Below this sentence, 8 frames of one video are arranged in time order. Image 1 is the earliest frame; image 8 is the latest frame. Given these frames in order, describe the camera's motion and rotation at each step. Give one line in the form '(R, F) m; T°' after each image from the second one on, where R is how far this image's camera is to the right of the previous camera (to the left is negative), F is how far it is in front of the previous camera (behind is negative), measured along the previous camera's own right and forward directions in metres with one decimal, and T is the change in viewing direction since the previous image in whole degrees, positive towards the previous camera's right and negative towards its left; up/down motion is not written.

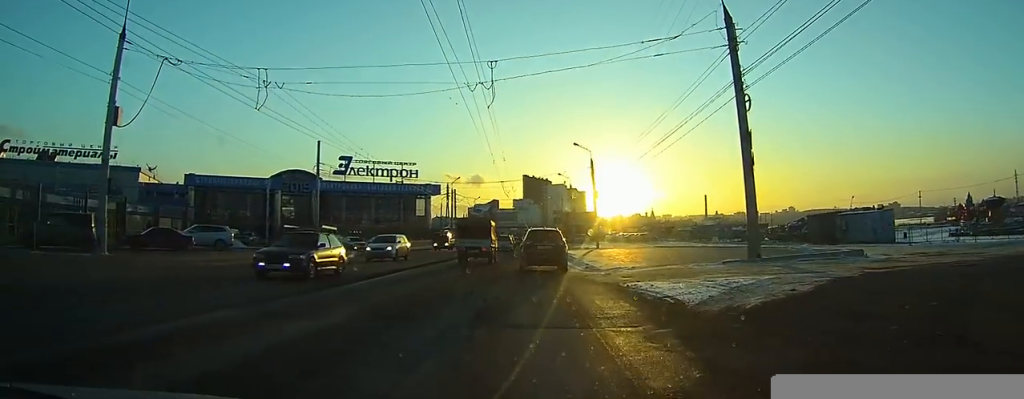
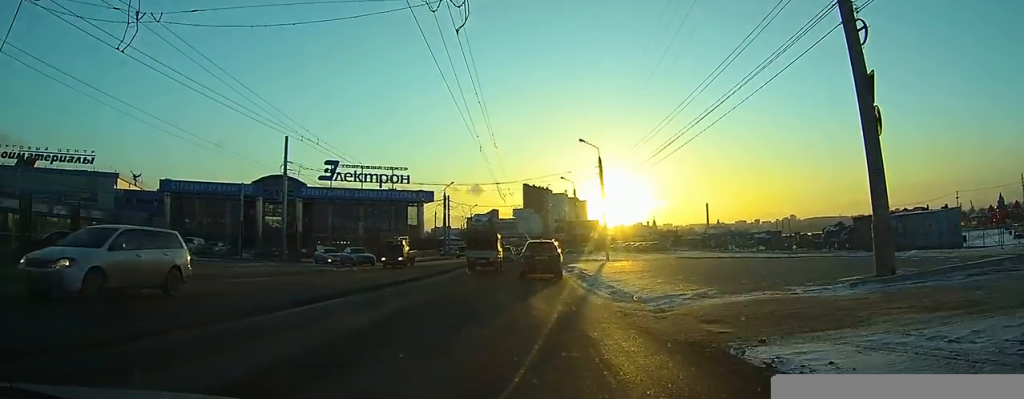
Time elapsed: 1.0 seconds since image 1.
(0.0, +7.7) m; 0°
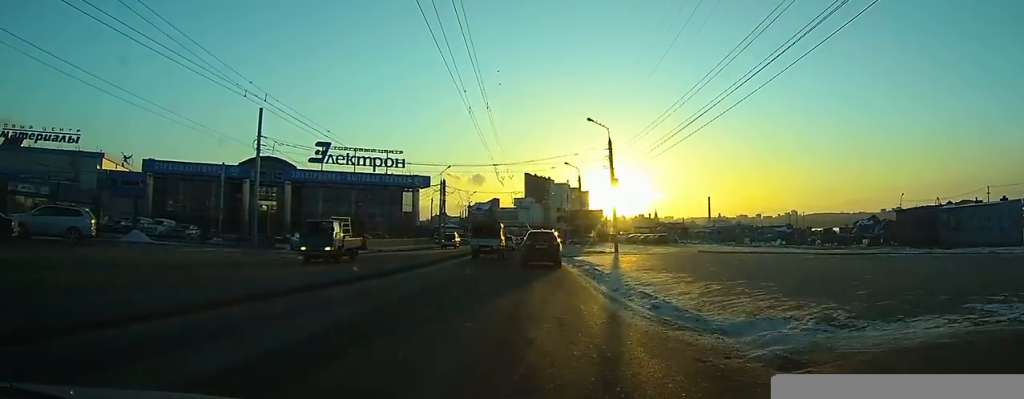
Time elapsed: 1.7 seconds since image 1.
(0.0, +5.2) m; +1°
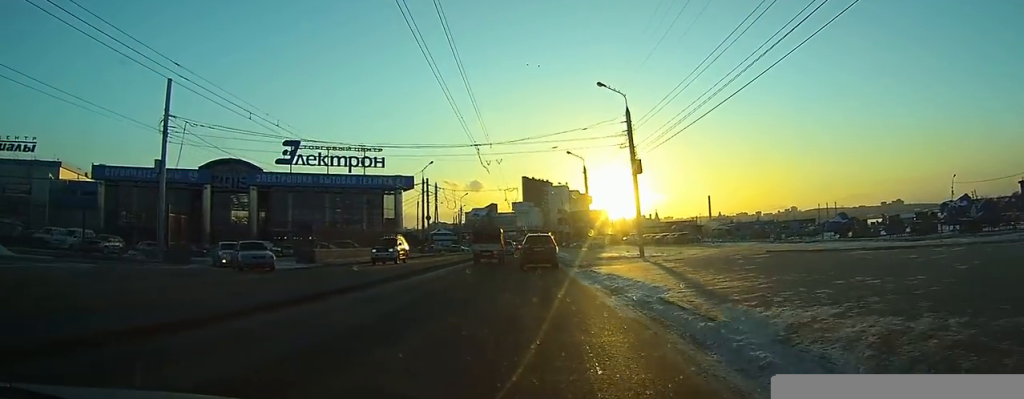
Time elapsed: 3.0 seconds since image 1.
(0.0, +10.9) m; 0°
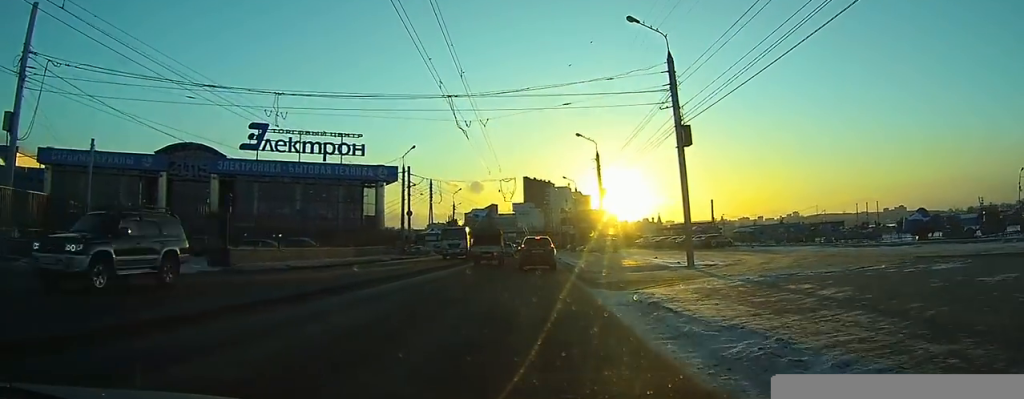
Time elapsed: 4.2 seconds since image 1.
(0.0, +11.0) m; -1°
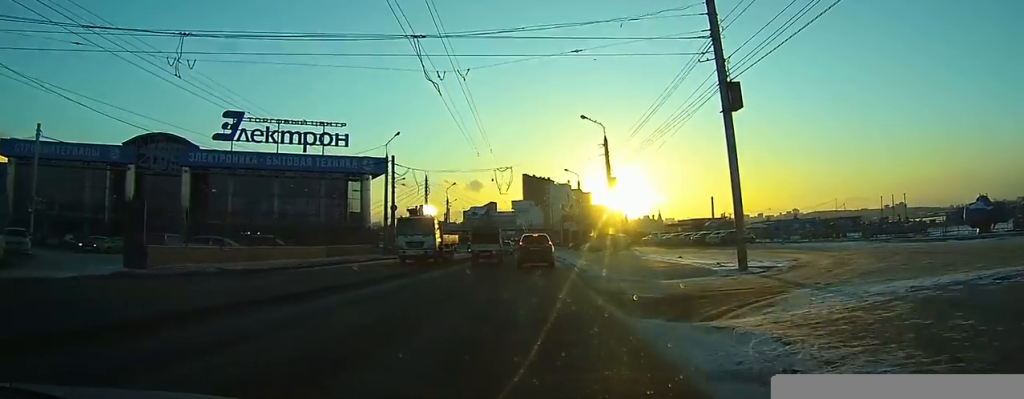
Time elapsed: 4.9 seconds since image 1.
(0.0, +6.5) m; 0°
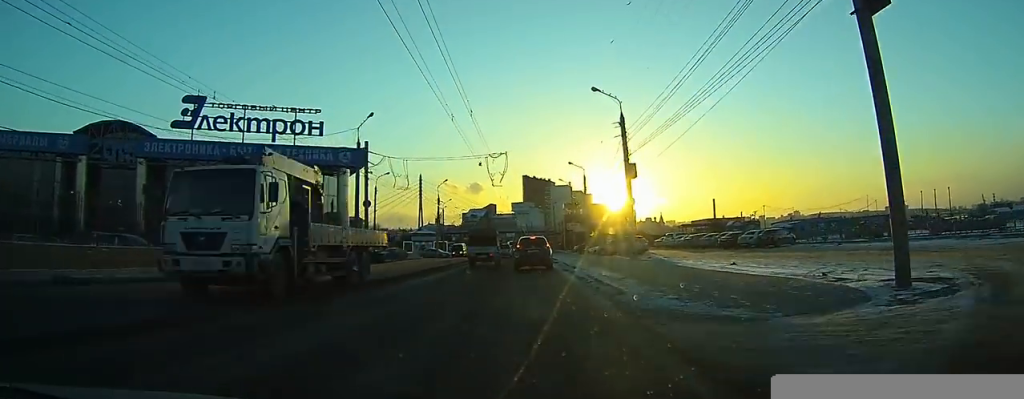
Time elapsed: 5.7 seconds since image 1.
(-0.1, +8.8) m; 0°
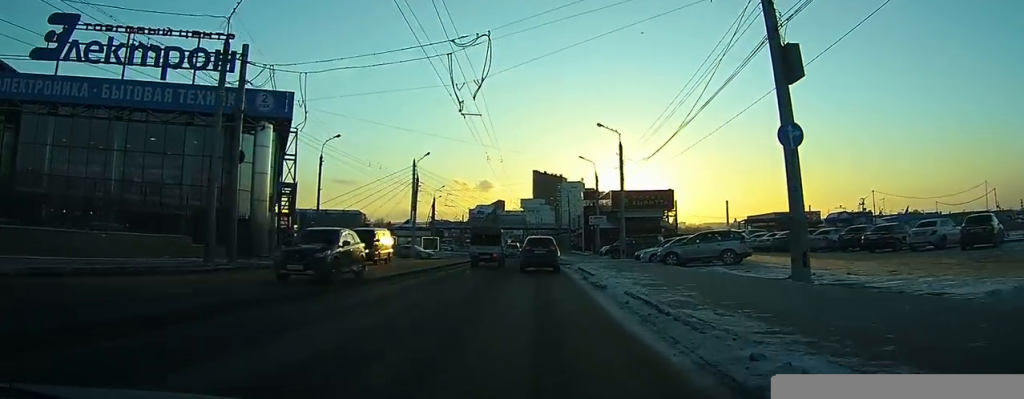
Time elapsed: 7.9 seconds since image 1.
(+0.1, +23.3) m; 0°
